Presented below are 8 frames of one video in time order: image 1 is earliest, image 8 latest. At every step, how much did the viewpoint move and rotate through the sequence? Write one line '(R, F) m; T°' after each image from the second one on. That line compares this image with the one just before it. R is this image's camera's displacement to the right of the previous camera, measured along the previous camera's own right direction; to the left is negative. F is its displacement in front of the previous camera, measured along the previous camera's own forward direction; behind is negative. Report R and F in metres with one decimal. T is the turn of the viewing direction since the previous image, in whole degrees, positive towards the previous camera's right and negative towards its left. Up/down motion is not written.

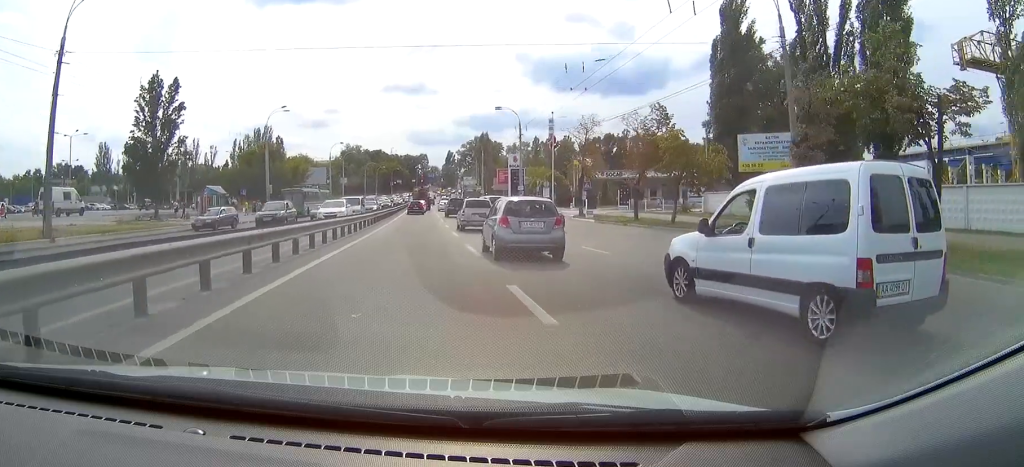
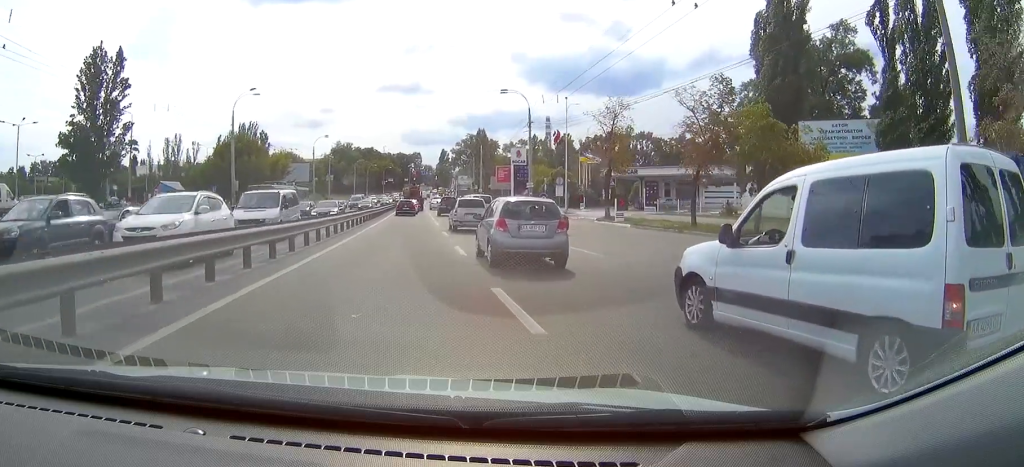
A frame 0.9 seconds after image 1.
(0.0, +10.3) m; +1°
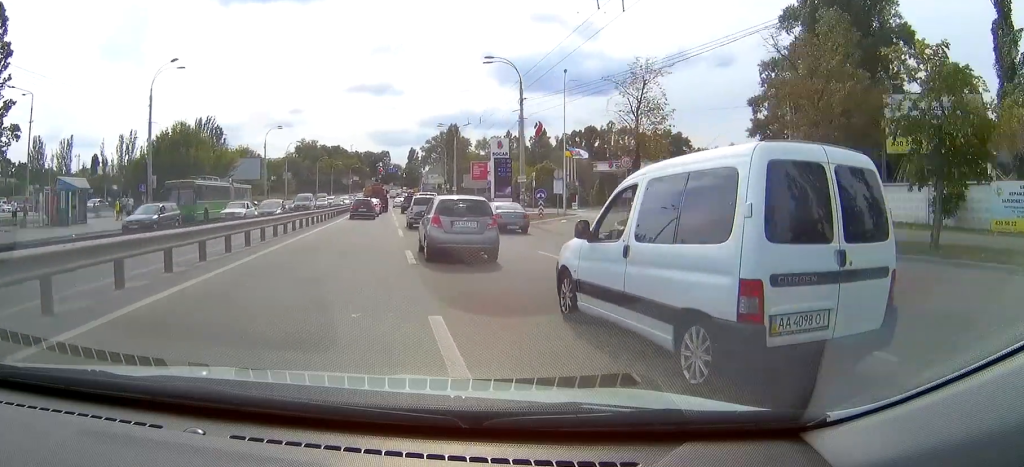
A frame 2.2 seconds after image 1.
(+0.5, +12.7) m; +3°
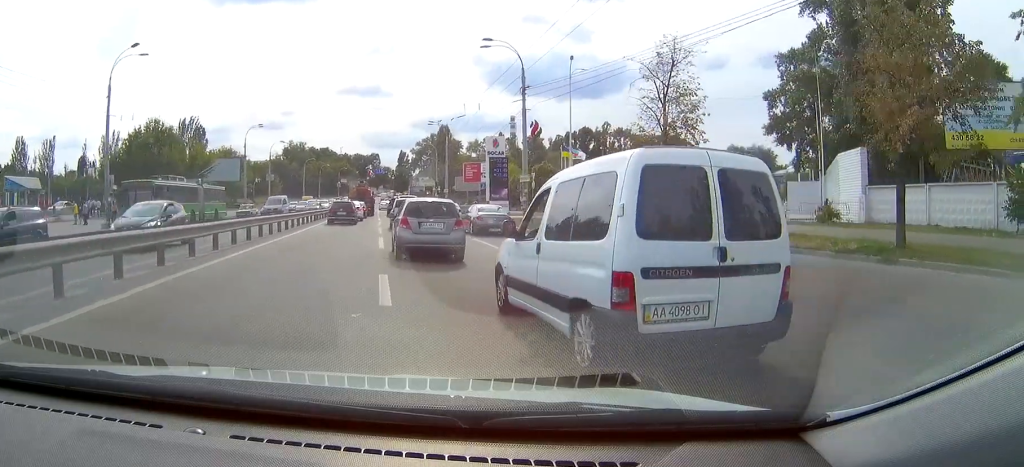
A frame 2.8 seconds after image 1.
(0.0, +5.1) m; 0°
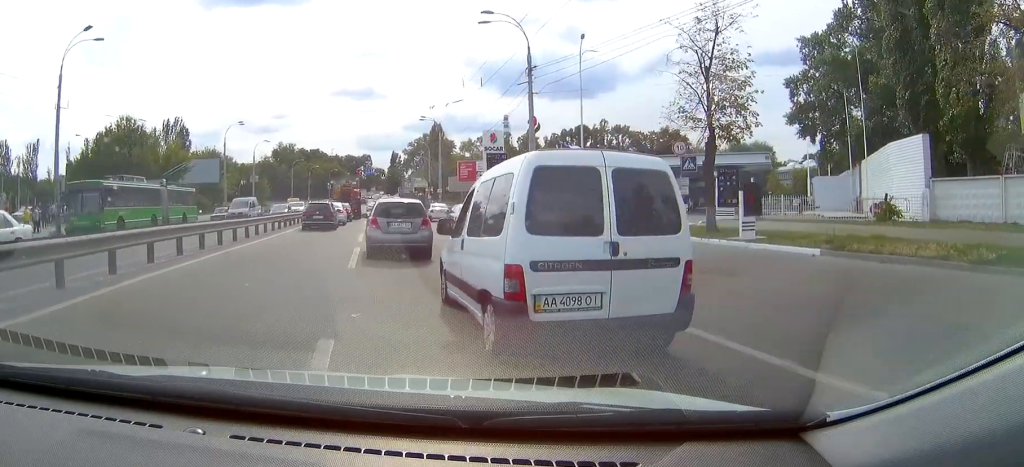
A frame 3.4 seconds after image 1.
(0.0, +4.9) m; -1°
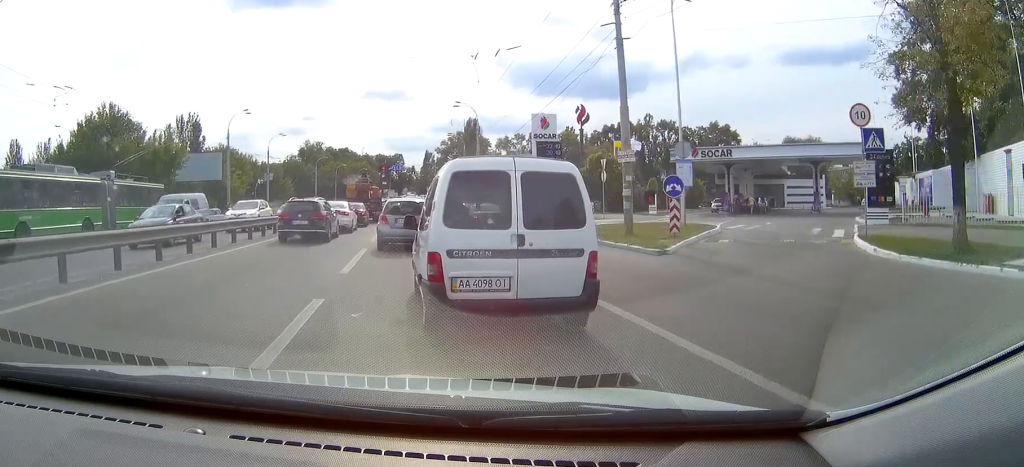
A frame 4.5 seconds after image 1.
(0.0, +9.6) m; 0°
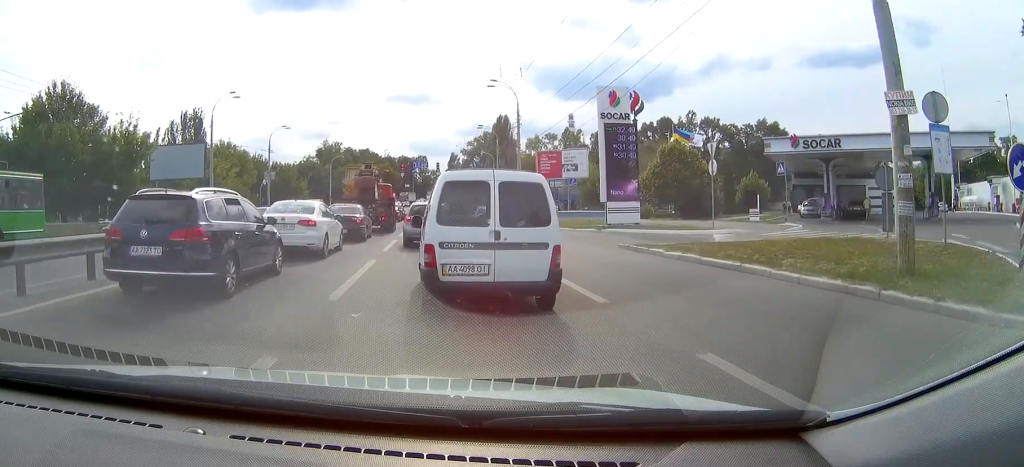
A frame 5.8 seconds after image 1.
(0.0, +11.2) m; -1°
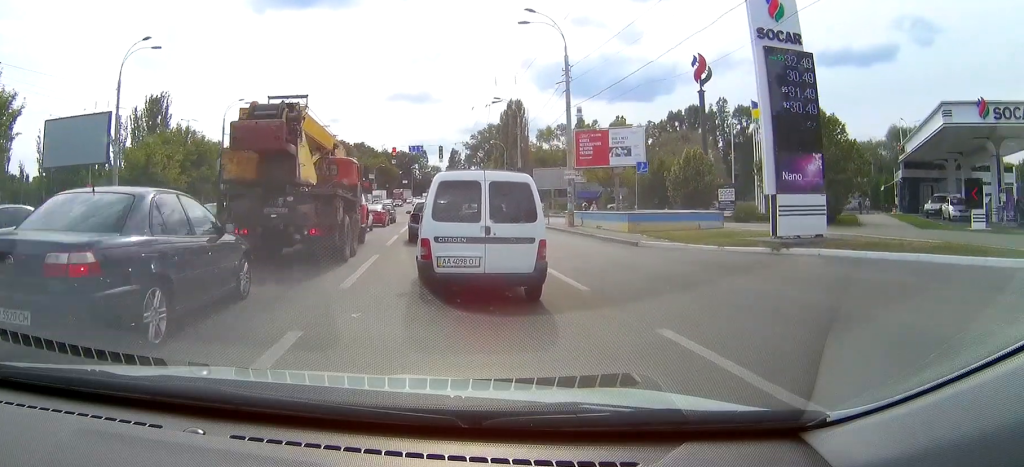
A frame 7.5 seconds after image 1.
(-0.5, +15.7) m; -3°
